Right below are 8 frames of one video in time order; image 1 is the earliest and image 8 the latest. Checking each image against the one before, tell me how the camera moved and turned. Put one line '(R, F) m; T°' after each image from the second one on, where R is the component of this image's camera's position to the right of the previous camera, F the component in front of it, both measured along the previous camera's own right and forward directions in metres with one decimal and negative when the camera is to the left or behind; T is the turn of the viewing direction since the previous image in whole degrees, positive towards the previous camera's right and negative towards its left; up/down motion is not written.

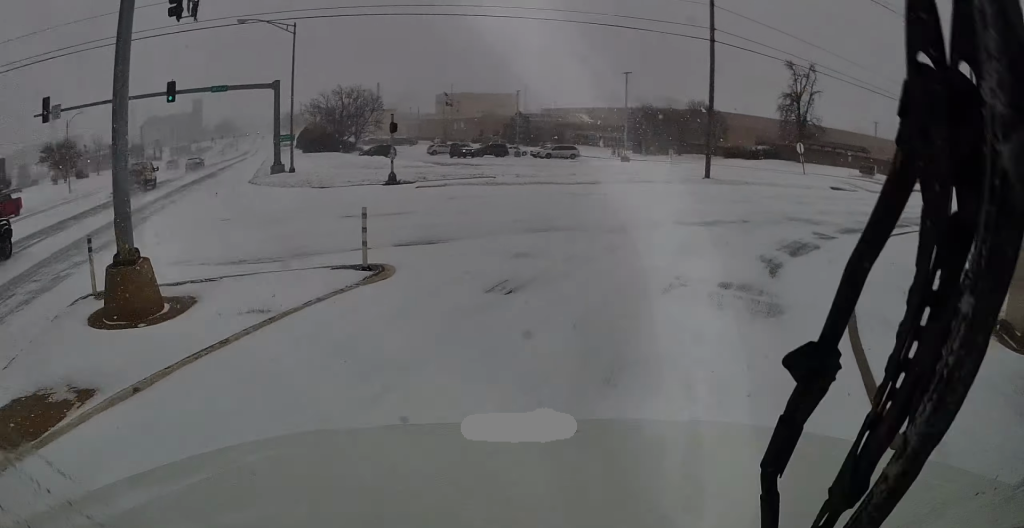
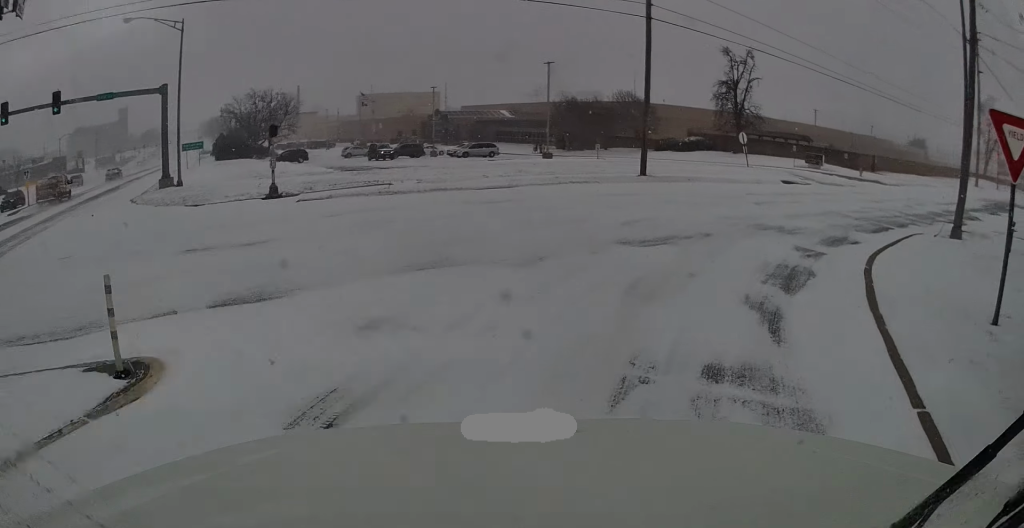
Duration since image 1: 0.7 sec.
(+0.1, +4.1) m; +9°
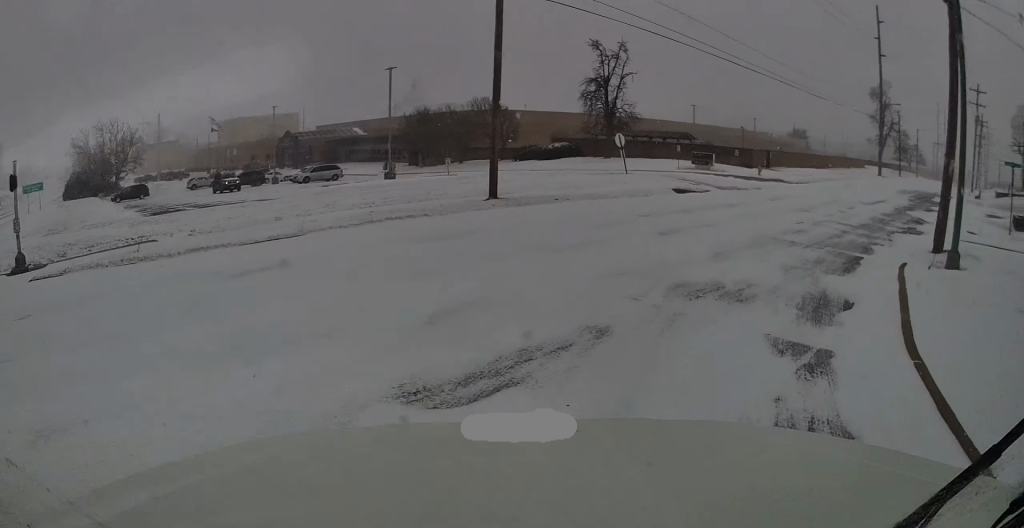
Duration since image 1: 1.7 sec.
(+1.0, +6.1) m; +19°
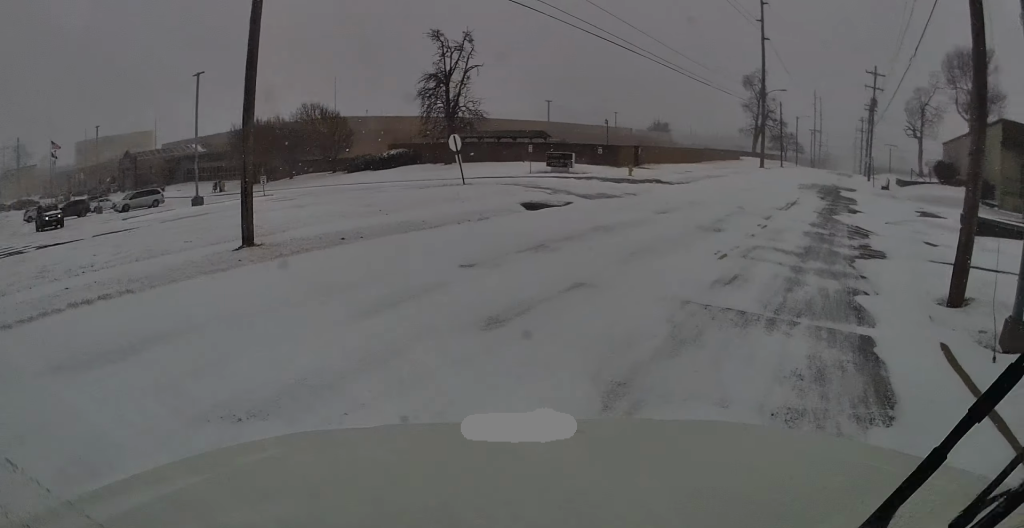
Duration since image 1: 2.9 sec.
(+1.1, +6.8) m; +10°
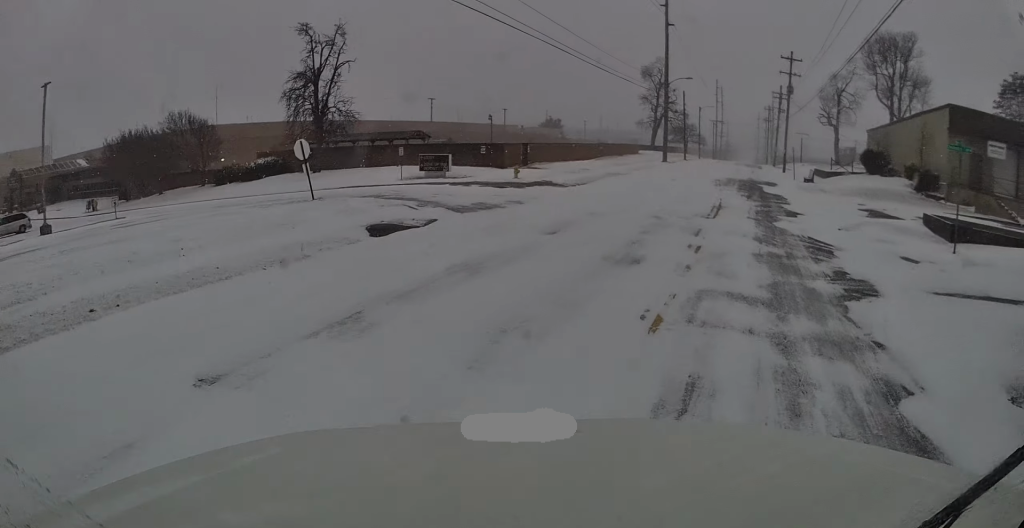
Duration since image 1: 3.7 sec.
(0.0, +5.1) m; +6°
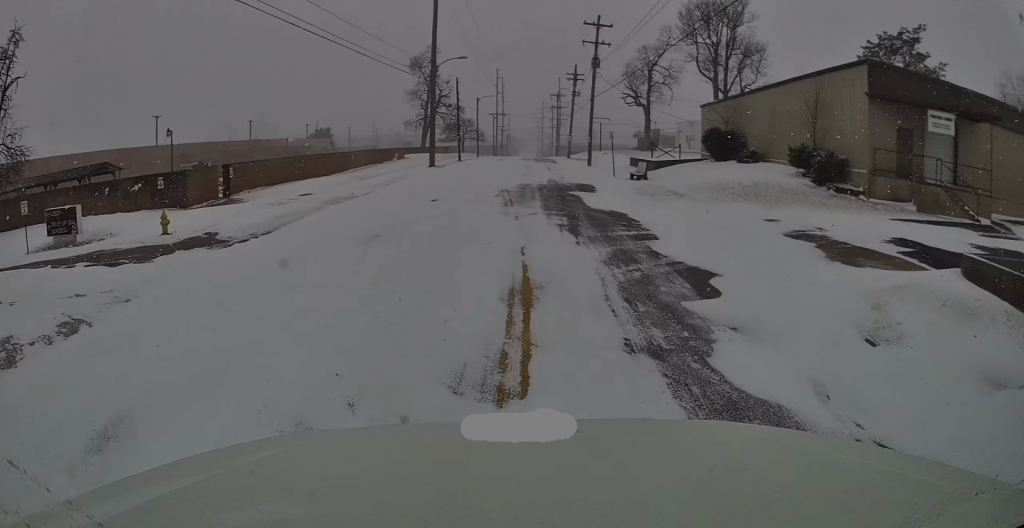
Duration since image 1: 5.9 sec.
(+3.6, +12.9) m; +29°
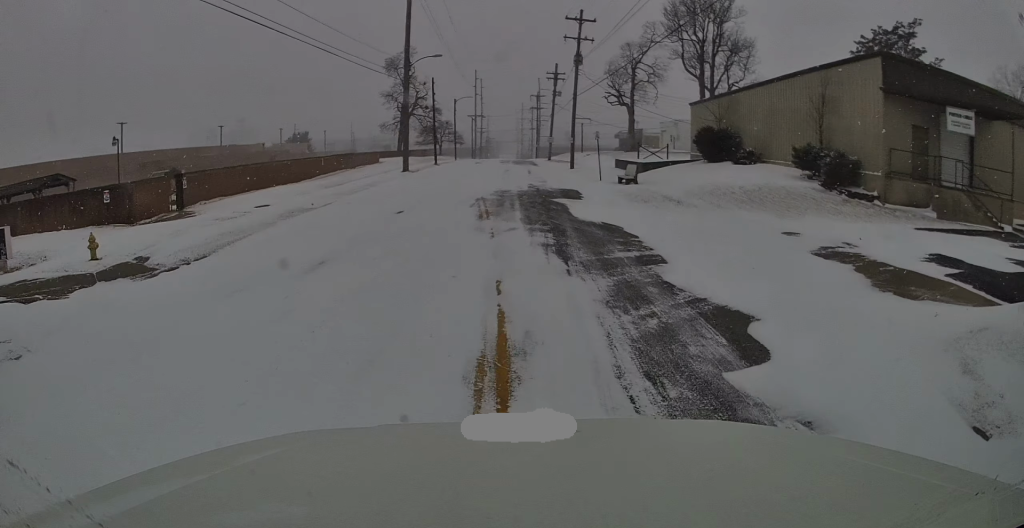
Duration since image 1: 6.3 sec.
(0.0, +2.7) m; +3°
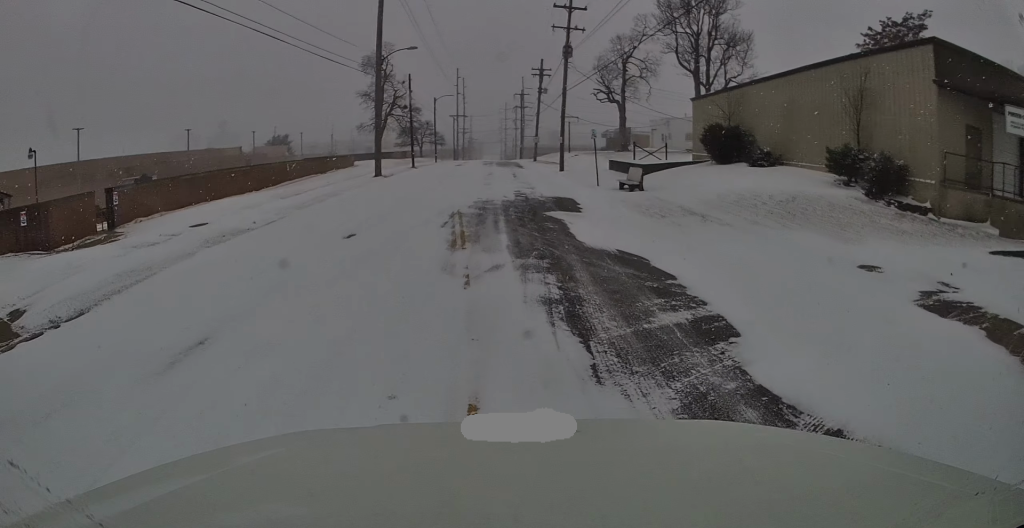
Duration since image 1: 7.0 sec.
(+0.3, +4.3) m; 0°
